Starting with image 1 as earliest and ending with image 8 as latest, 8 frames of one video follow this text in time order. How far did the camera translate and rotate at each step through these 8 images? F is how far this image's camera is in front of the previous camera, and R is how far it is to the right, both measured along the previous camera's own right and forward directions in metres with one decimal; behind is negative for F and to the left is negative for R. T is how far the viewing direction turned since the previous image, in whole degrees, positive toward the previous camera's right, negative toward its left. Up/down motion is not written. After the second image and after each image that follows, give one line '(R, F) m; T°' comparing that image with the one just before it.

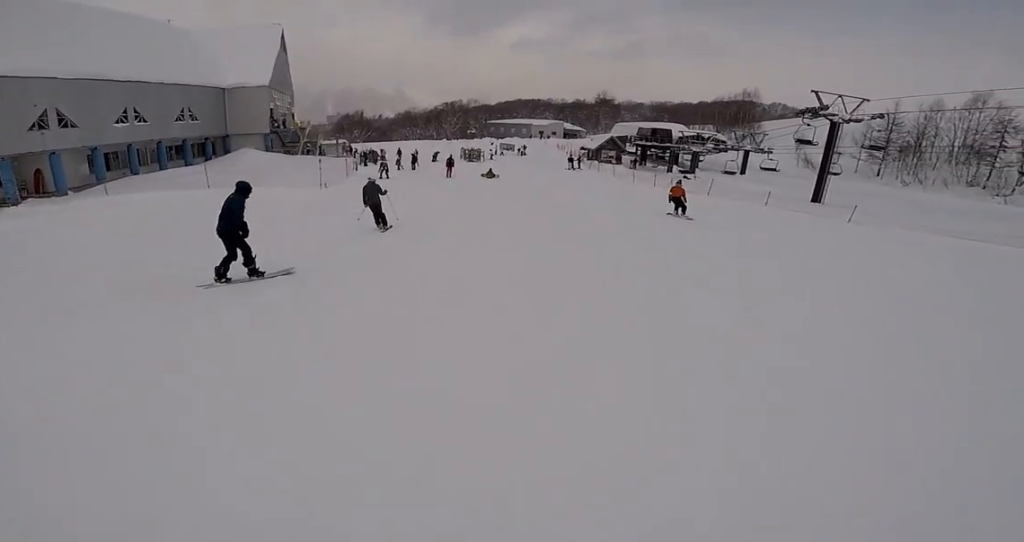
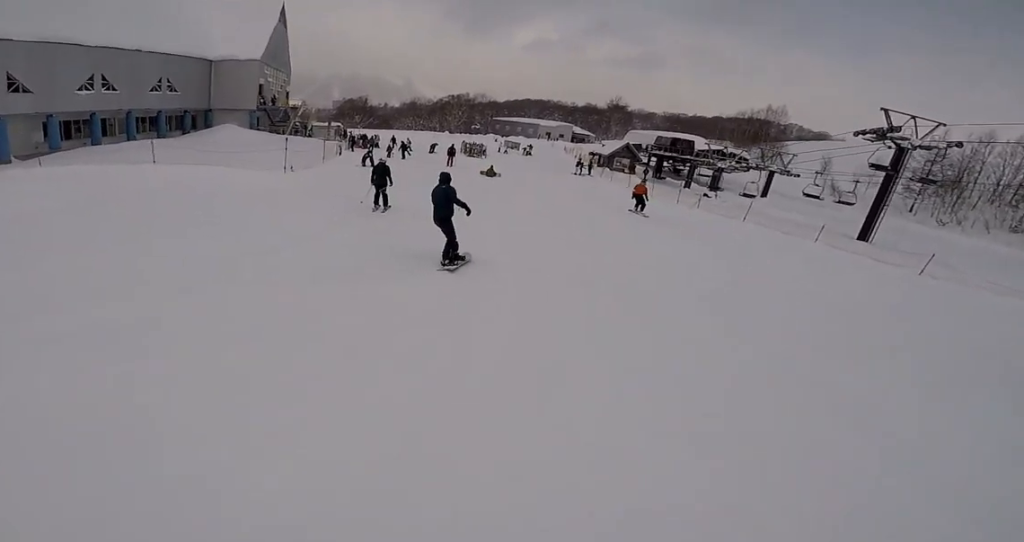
(-0.2, +4.0) m; -5°
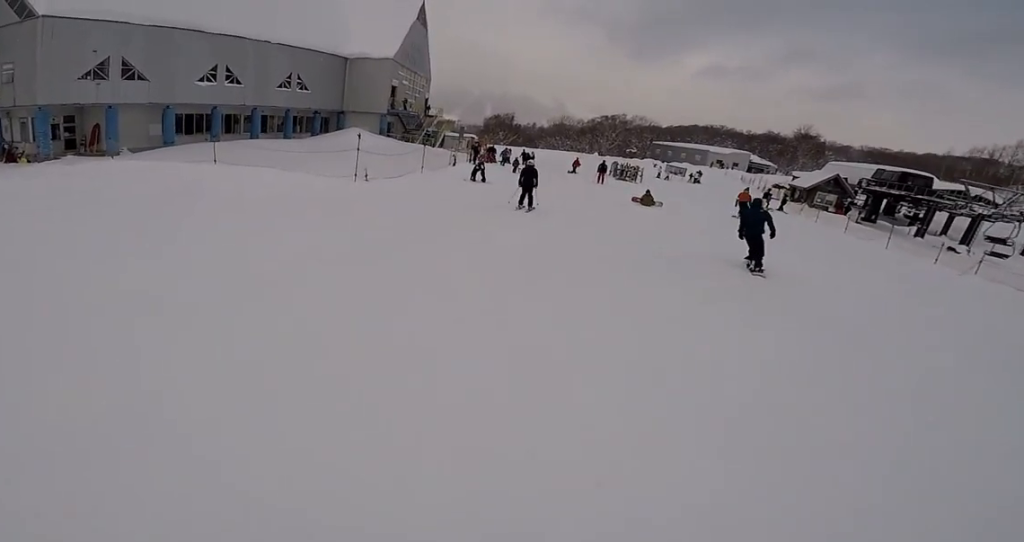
(-0.4, +6.2) m; +3°
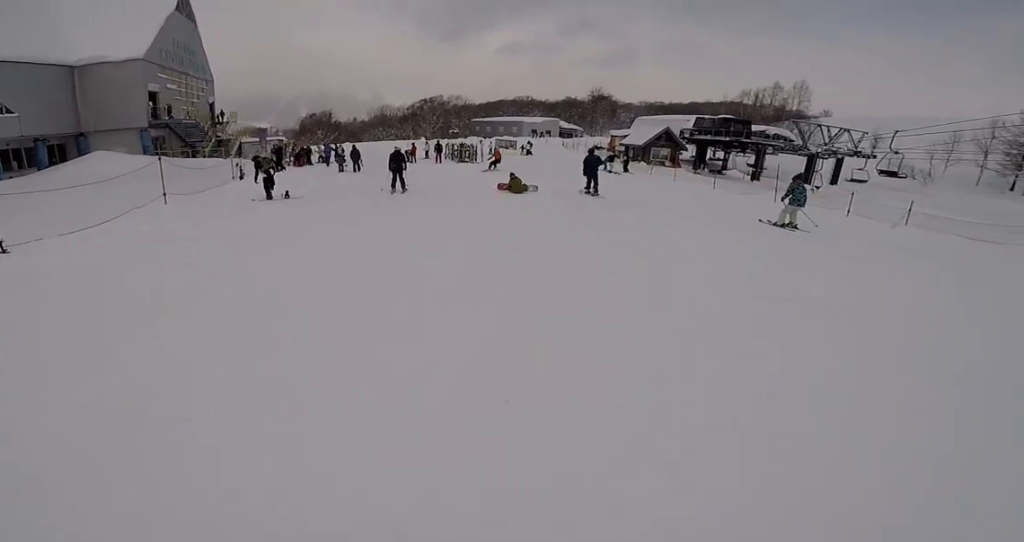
(+0.6, +6.5) m; +7°
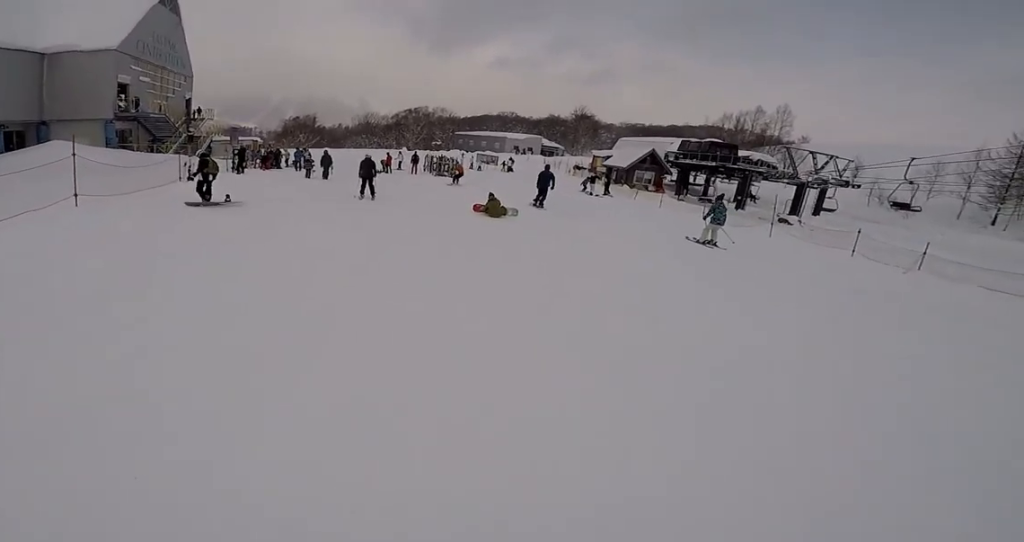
(0.0, +2.1) m; -8°
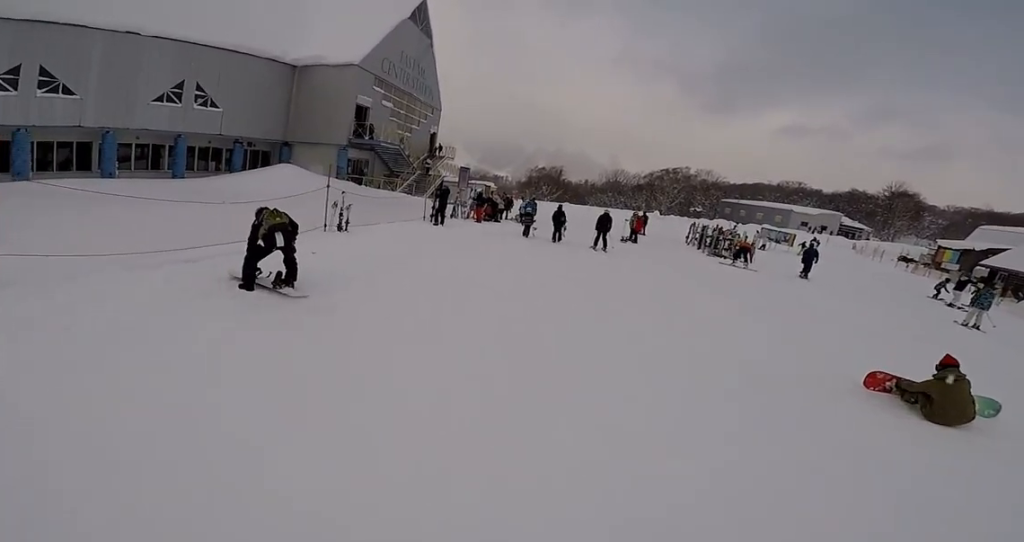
(-2.5, +7.6) m; -19°
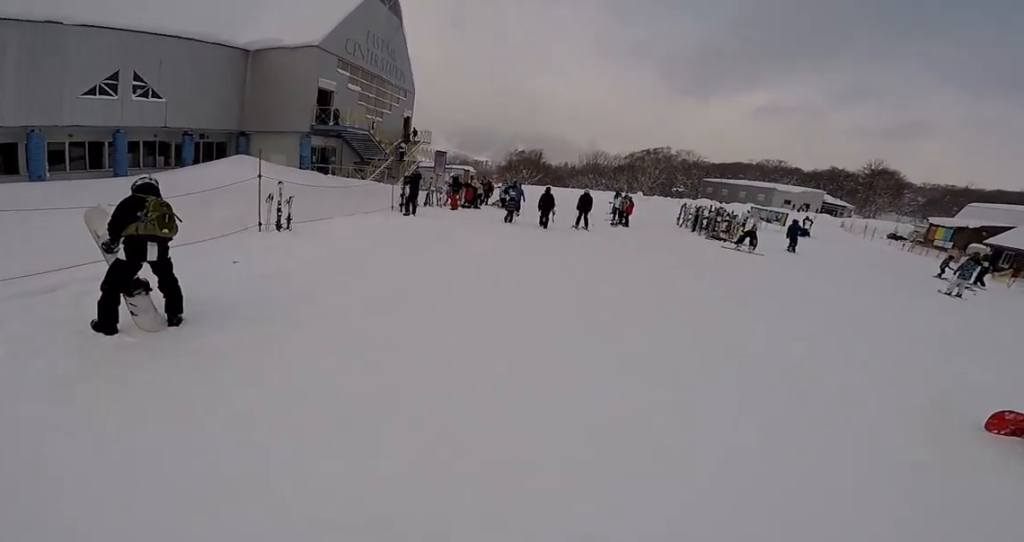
(0.0, +2.0) m; +5°
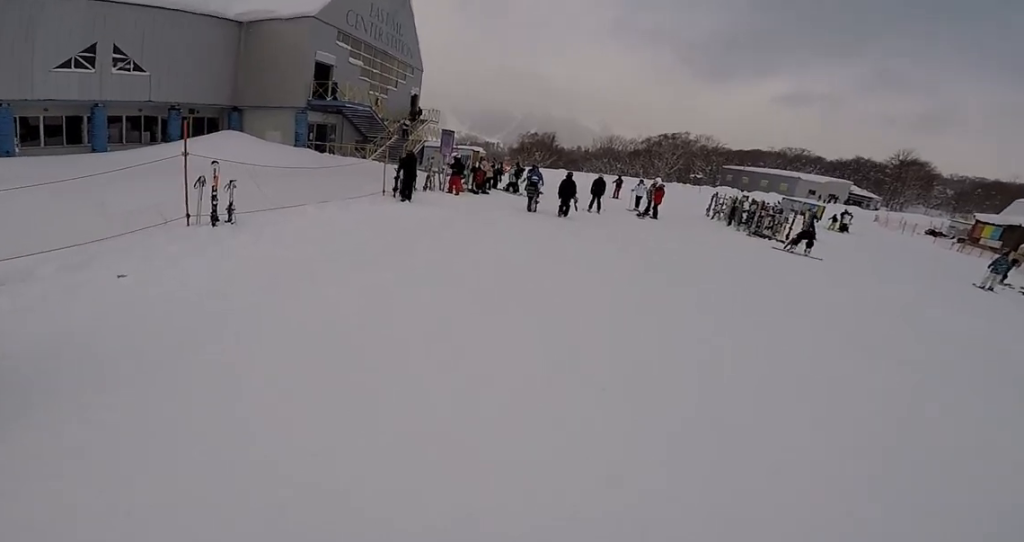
(+0.8, +2.4) m; -8°
